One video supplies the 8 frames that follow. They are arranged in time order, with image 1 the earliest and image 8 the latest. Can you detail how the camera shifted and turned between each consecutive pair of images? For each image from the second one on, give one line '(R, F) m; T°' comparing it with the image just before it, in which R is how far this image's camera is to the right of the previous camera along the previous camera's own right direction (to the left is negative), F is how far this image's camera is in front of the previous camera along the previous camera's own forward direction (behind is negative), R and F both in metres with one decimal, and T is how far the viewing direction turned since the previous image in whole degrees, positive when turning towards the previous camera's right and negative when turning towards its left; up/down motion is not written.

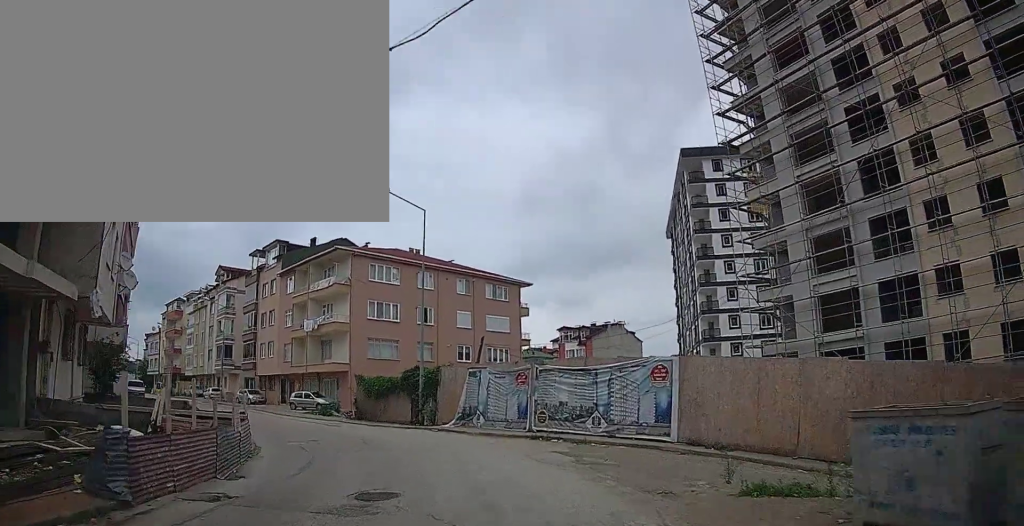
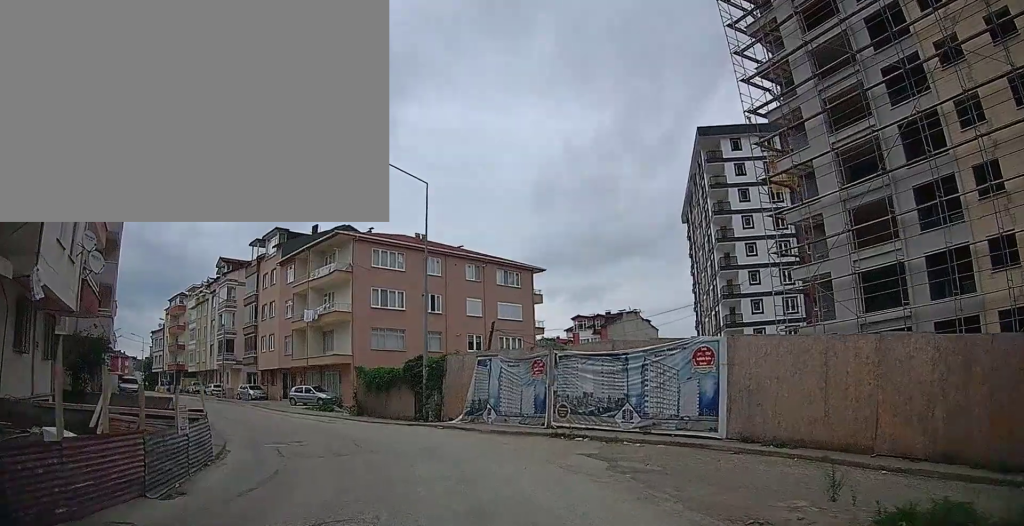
(0.0, +2.8) m; -2°
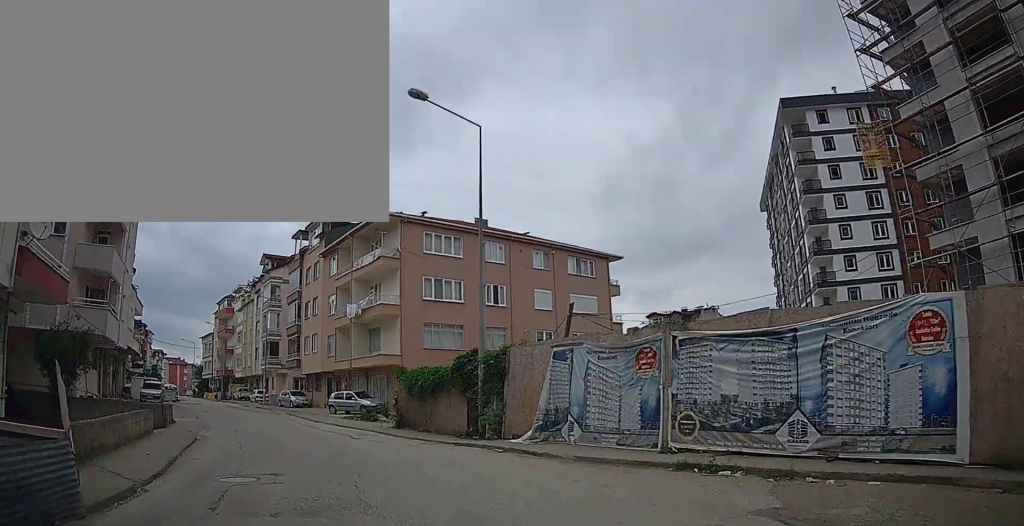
(-0.1, +6.2) m; -6°
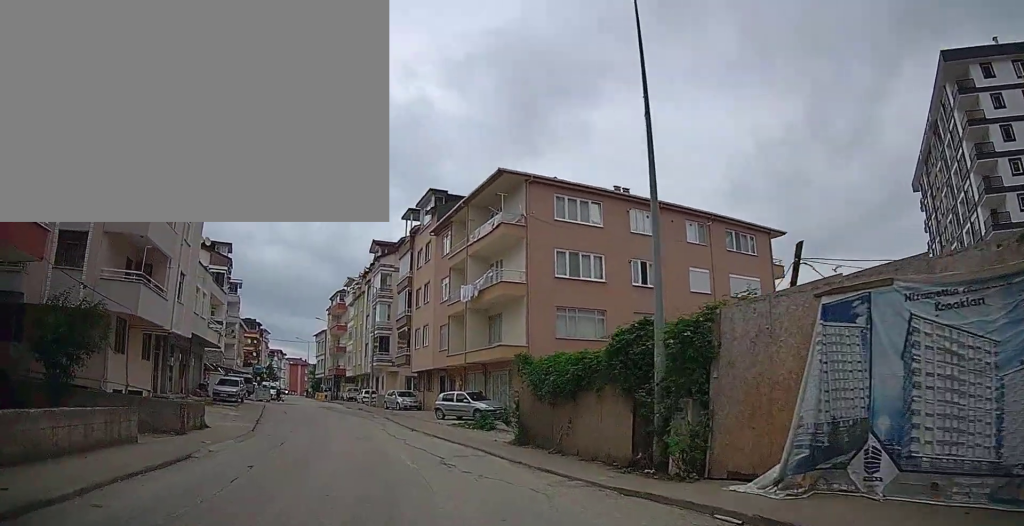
(-0.8, +7.3) m; -12°
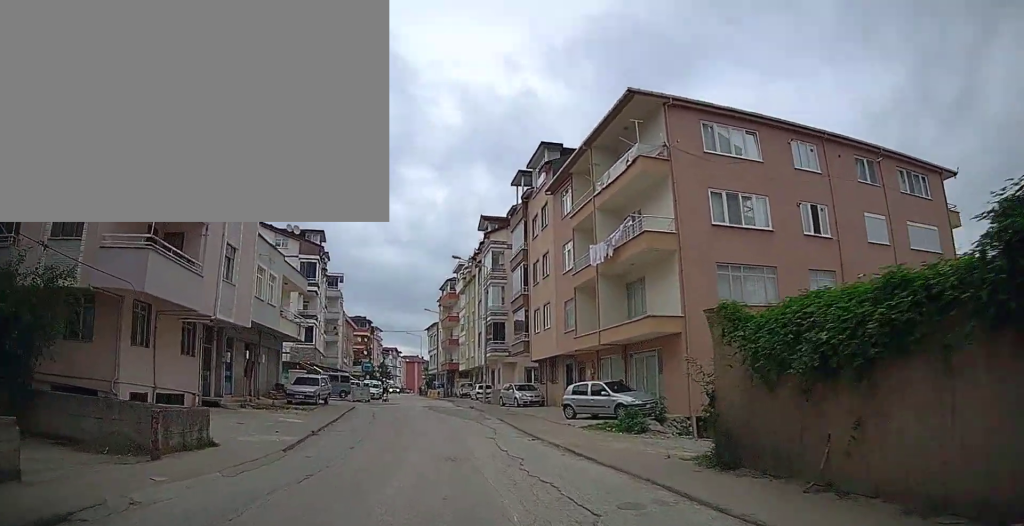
(-0.7, +6.6) m; -10°
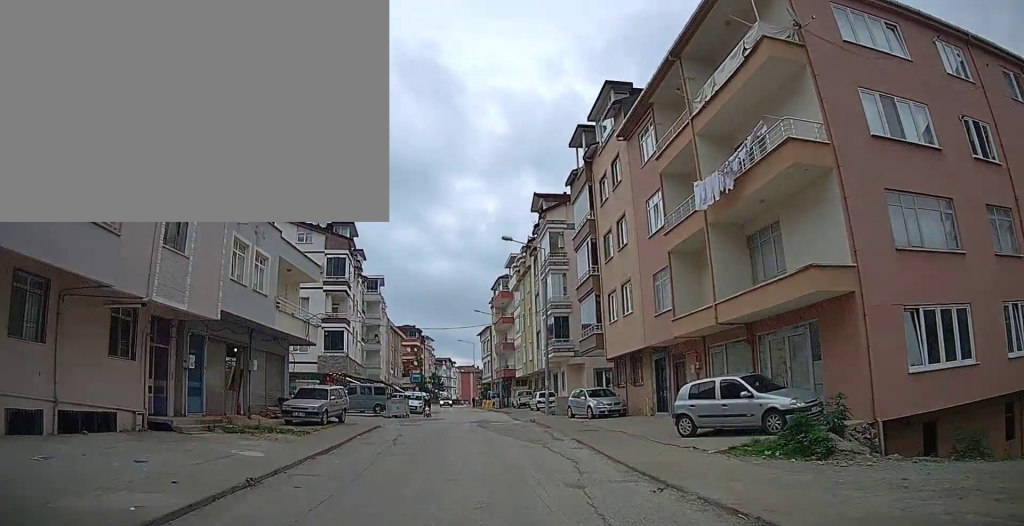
(-0.6, +7.3) m; -6°
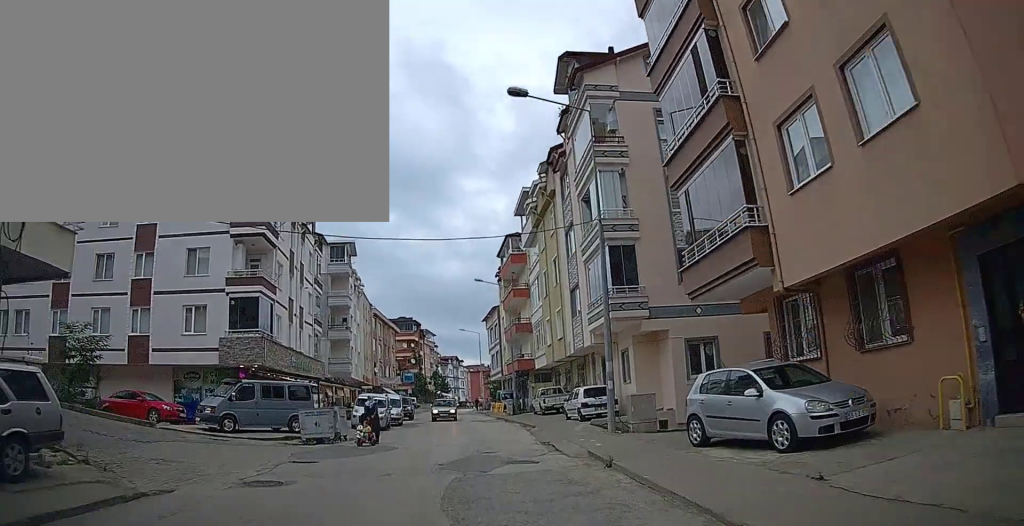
(-0.7, +17.6) m; -4°
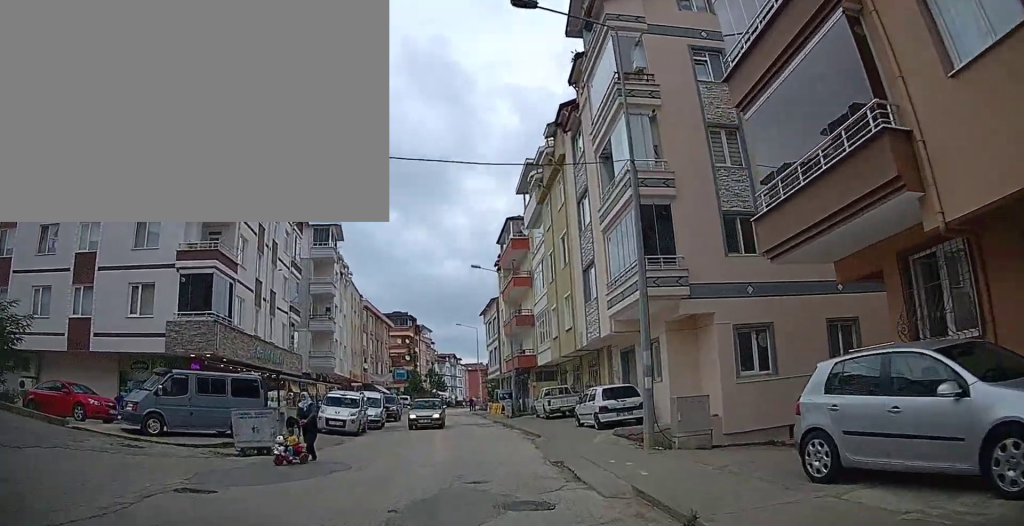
(0.0, +5.0) m; -1°
